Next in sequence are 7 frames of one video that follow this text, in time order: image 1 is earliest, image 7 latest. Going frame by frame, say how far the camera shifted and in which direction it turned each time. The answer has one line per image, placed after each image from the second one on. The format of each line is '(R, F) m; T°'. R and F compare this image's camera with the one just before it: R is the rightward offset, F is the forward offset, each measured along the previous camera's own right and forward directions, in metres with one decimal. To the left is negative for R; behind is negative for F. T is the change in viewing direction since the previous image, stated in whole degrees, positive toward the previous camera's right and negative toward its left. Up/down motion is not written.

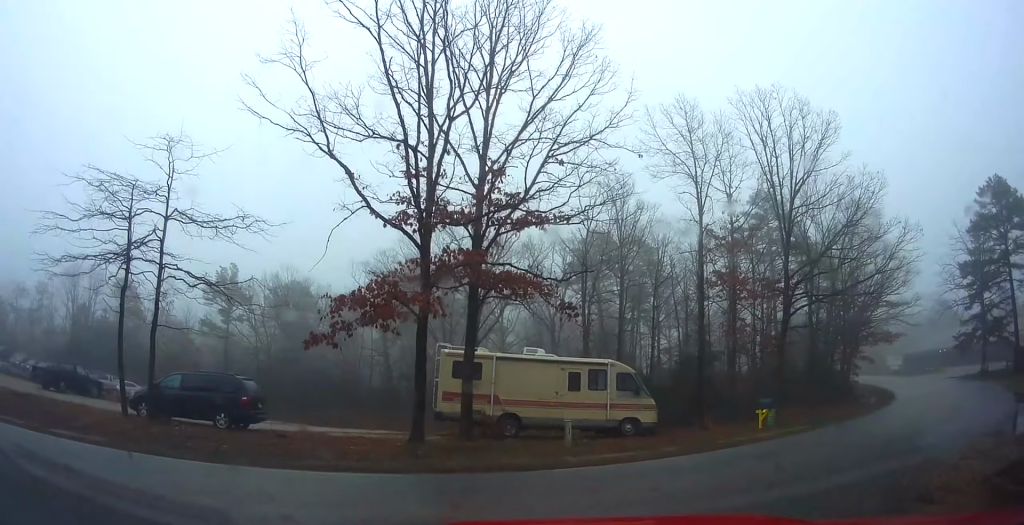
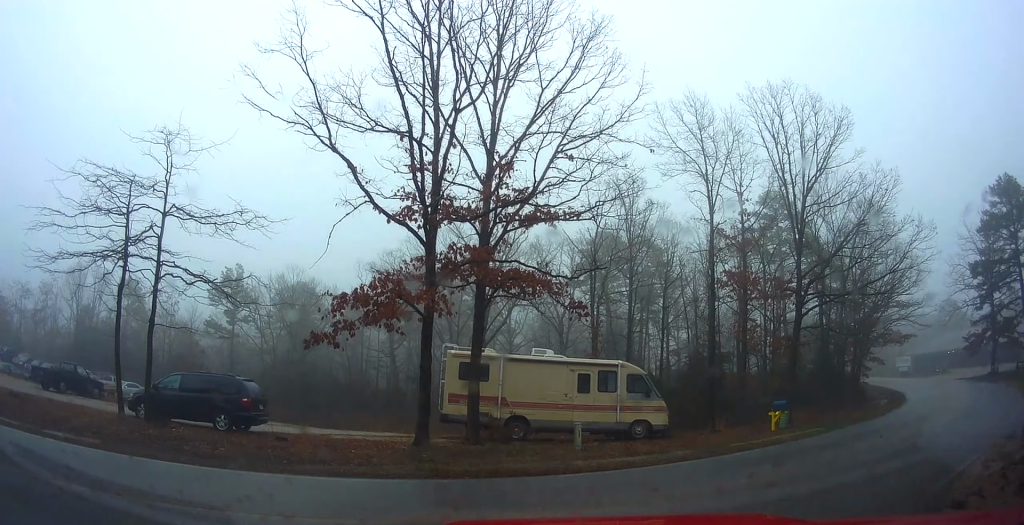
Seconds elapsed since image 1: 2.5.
(0.0, +3.3) m; -2°
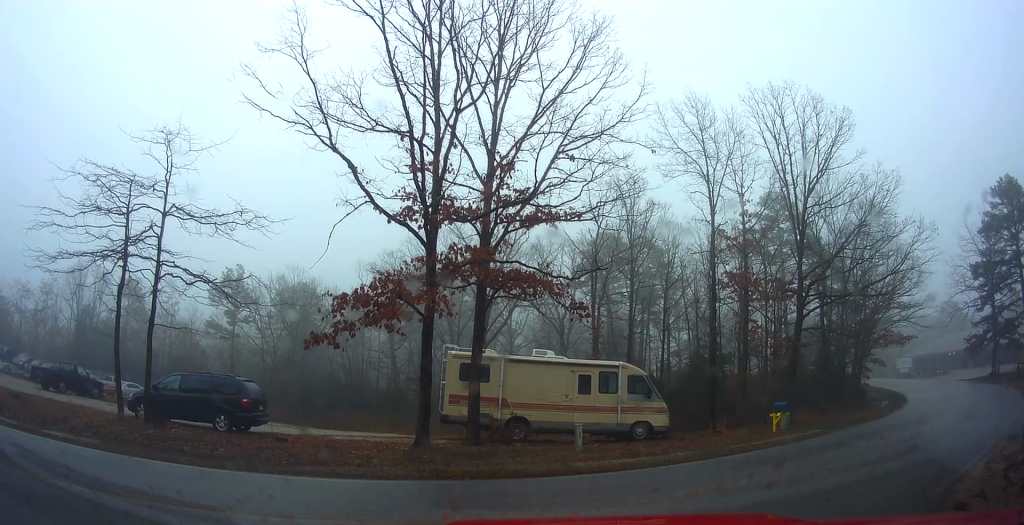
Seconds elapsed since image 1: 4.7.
(-0.3, +2.8) m; +3°
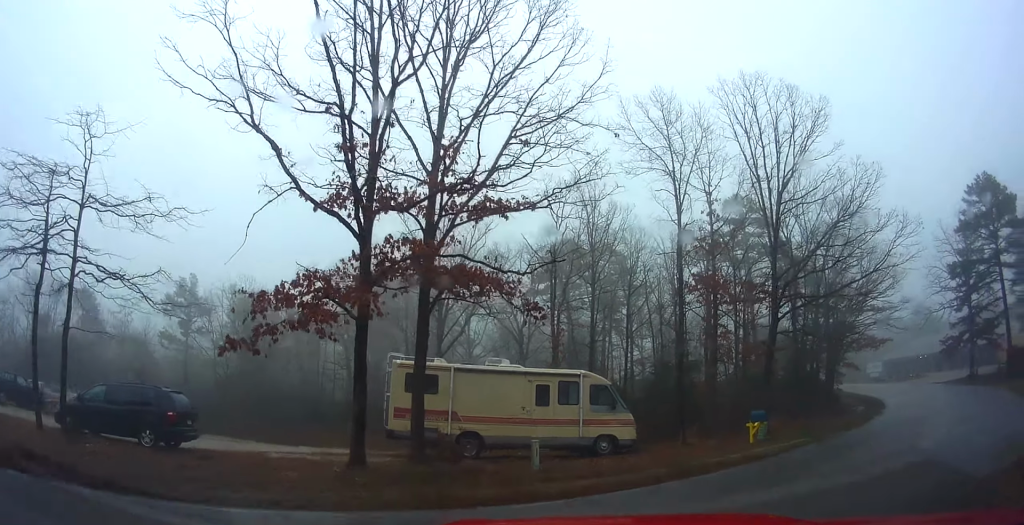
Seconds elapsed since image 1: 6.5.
(+0.3, +3.5) m; +12°
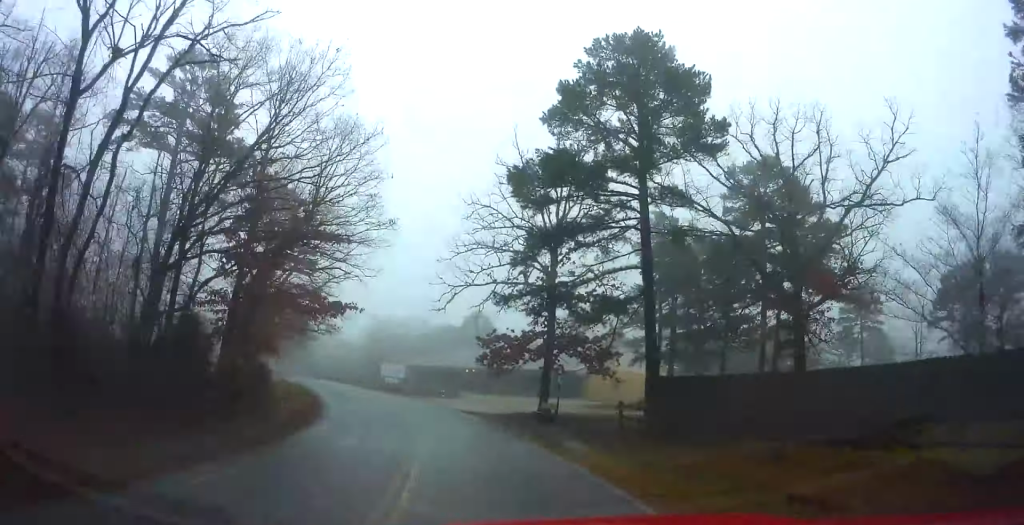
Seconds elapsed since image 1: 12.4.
(+4.9, +24.1) m; +8°
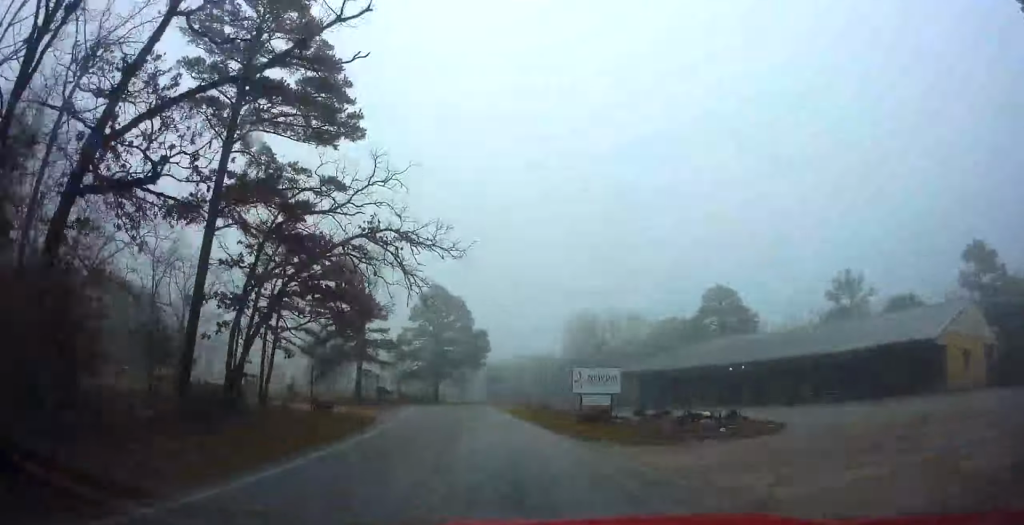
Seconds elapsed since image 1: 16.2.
(-2.6, +28.1) m; -16°
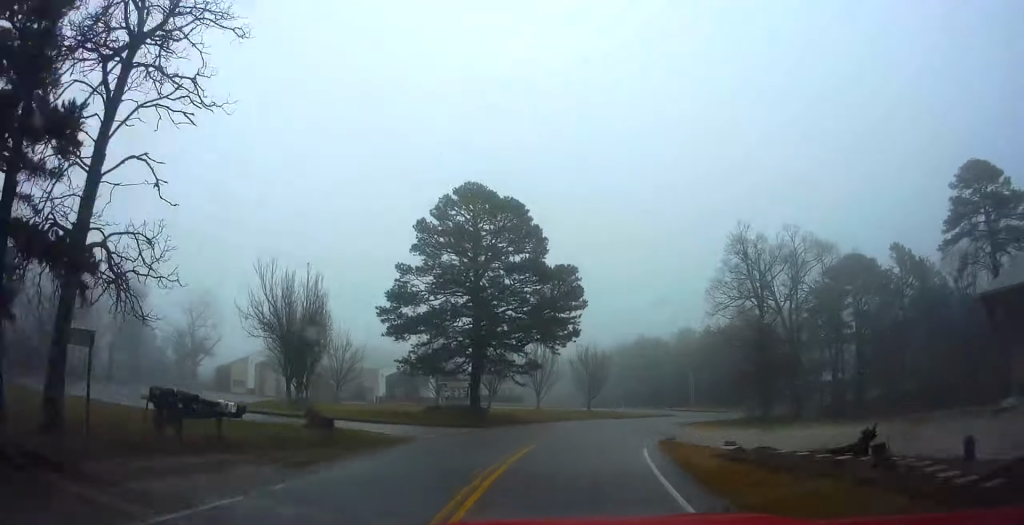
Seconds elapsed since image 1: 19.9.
(-5.0, +33.7) m; -7°
